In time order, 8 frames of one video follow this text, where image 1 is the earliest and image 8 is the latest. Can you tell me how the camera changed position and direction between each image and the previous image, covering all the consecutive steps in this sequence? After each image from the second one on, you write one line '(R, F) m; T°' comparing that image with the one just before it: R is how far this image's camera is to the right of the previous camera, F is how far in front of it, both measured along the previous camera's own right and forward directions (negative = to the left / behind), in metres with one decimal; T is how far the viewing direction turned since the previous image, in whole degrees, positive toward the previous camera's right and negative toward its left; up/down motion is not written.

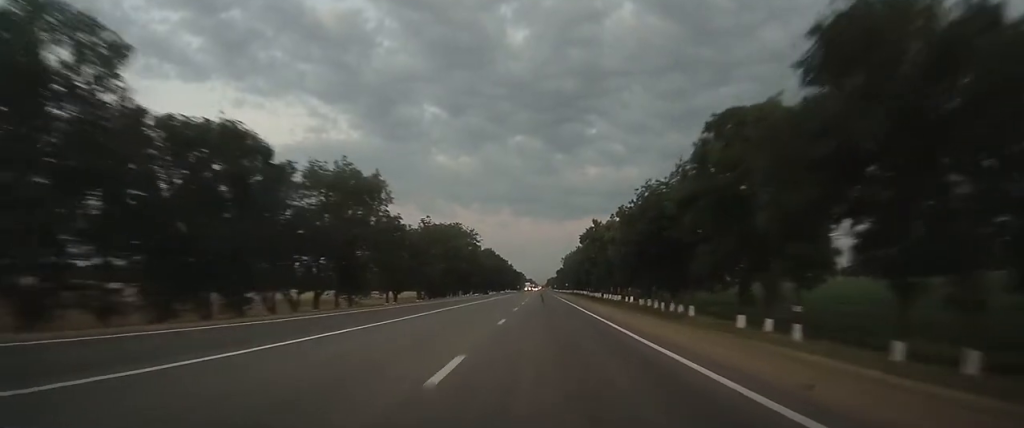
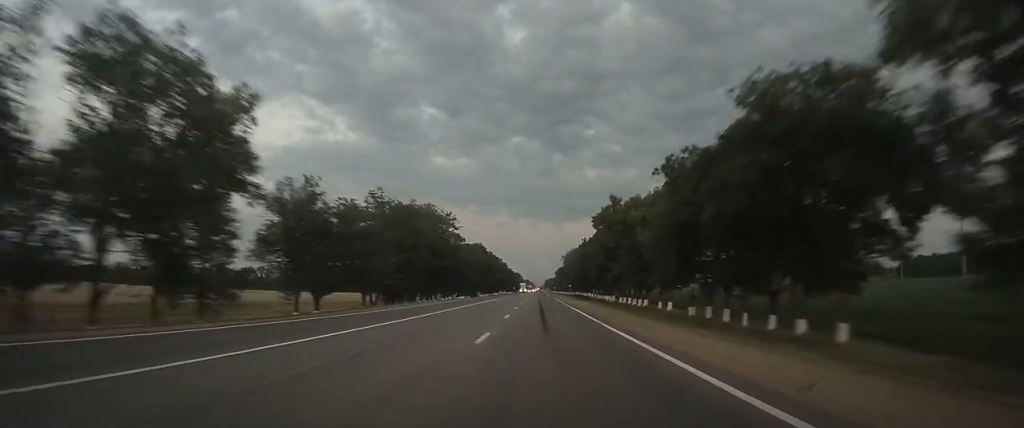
(+0.1, +30.1) m; 0°
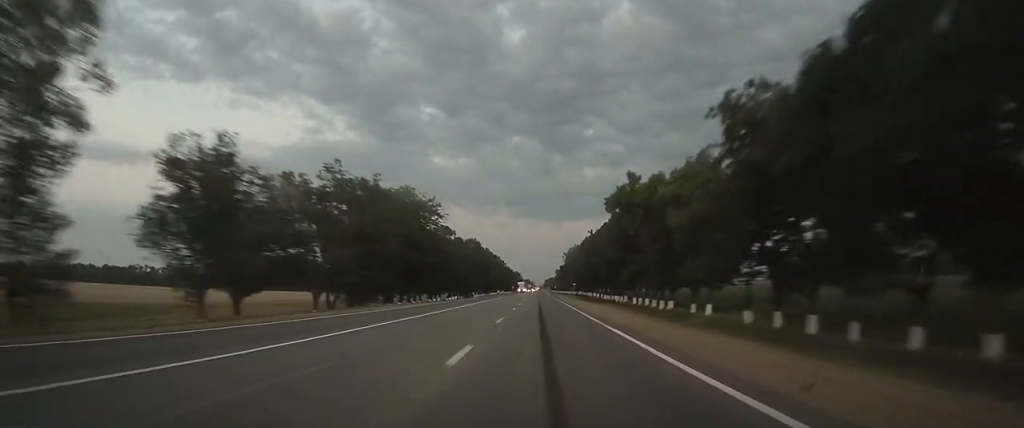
(0.0, +15.7) m; 0°
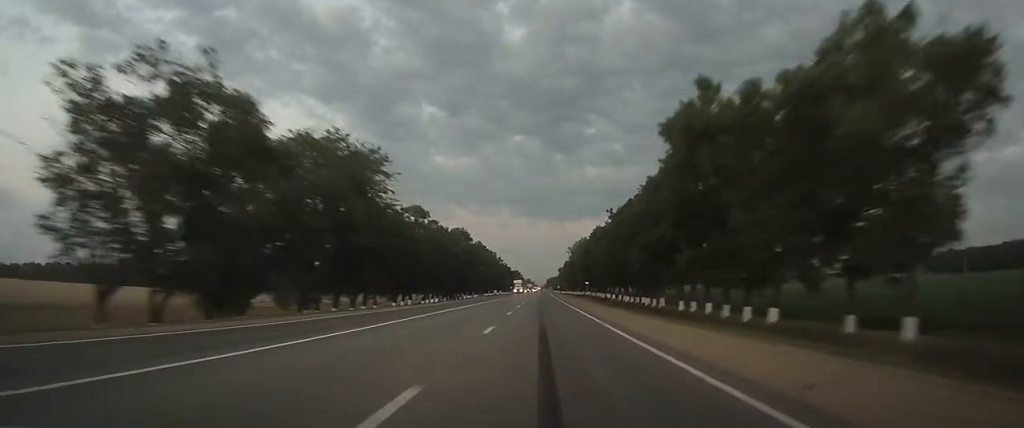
(0.0, +29.6) m; 0°
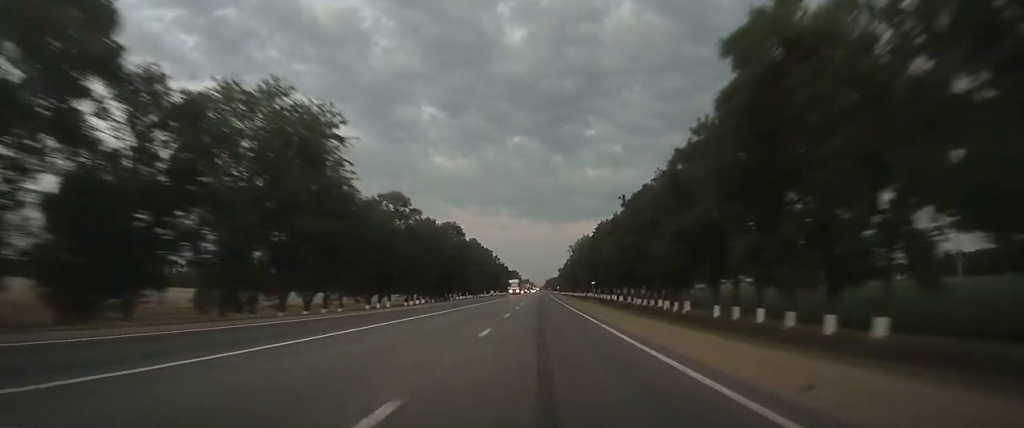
(0.0, +12.9) m; 0°
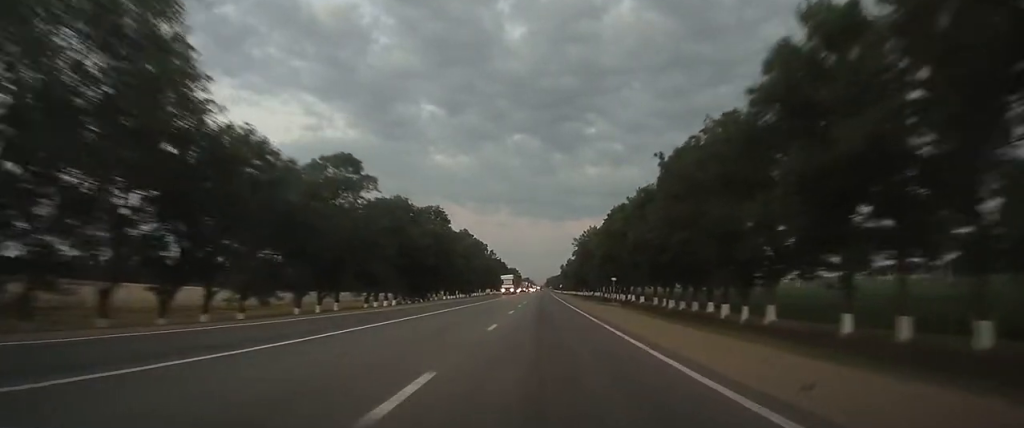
(0.0, +21.9) m; 0°
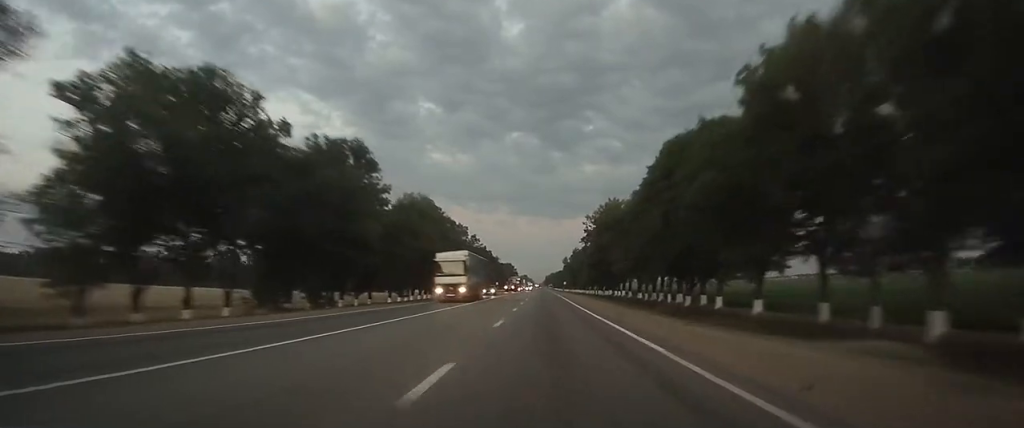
(0.0, +47.2) m; 0°
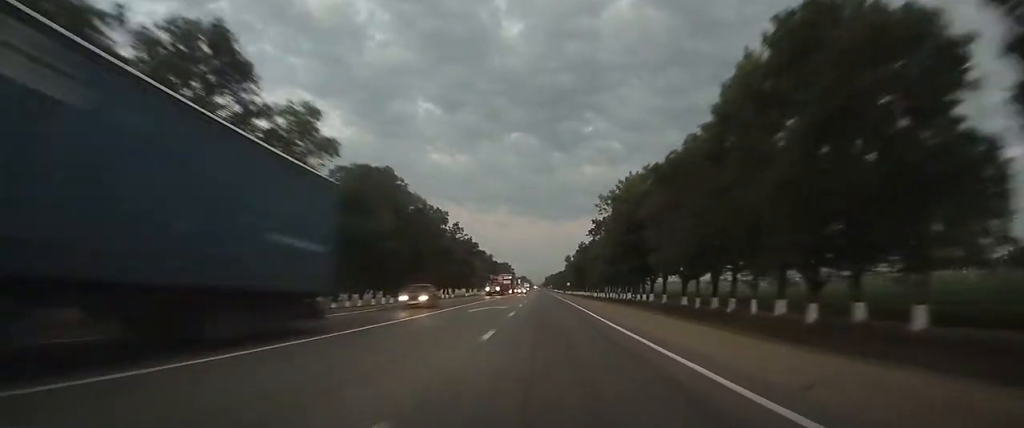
(0.0, +28.3) m; 0°
